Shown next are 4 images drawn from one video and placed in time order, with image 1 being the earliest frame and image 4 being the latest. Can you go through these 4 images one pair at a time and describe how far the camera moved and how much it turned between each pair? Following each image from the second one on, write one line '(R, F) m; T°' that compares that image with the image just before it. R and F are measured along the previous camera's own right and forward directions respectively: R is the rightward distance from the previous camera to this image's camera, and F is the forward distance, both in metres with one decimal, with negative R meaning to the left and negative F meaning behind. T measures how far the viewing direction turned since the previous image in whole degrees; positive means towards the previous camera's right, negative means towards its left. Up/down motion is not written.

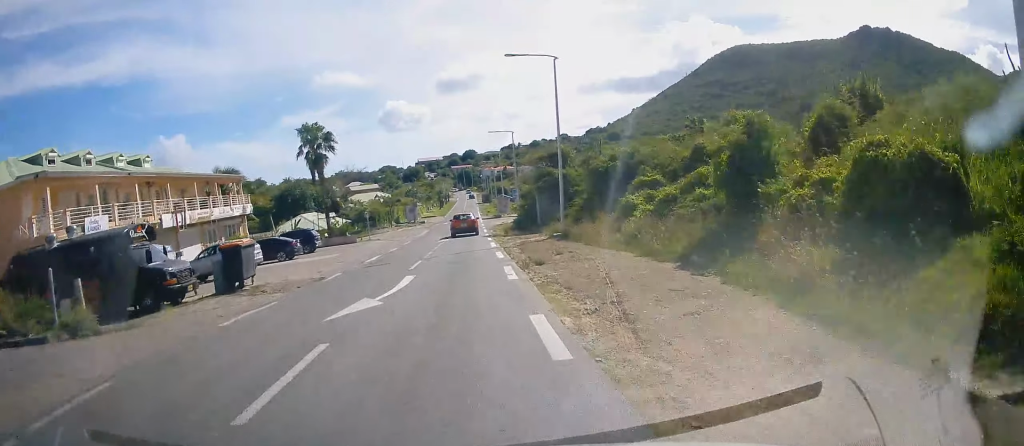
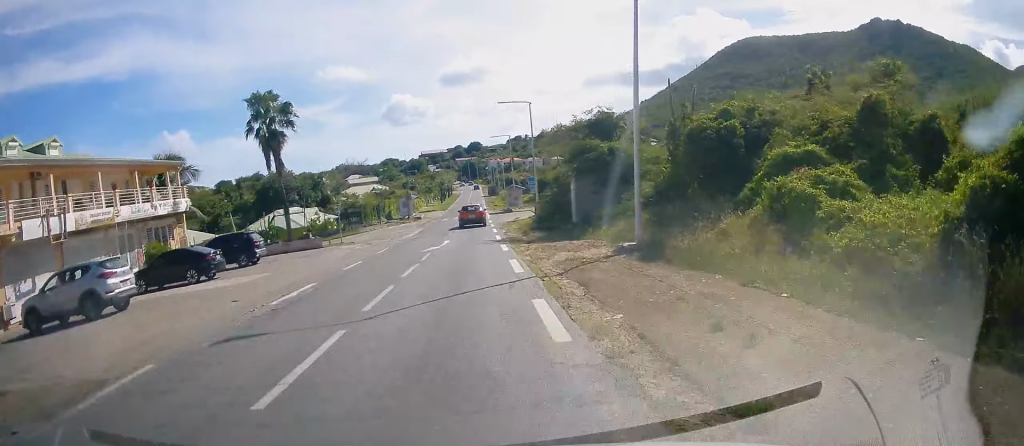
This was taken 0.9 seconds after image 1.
(+0.1, +11.8) m; +1°
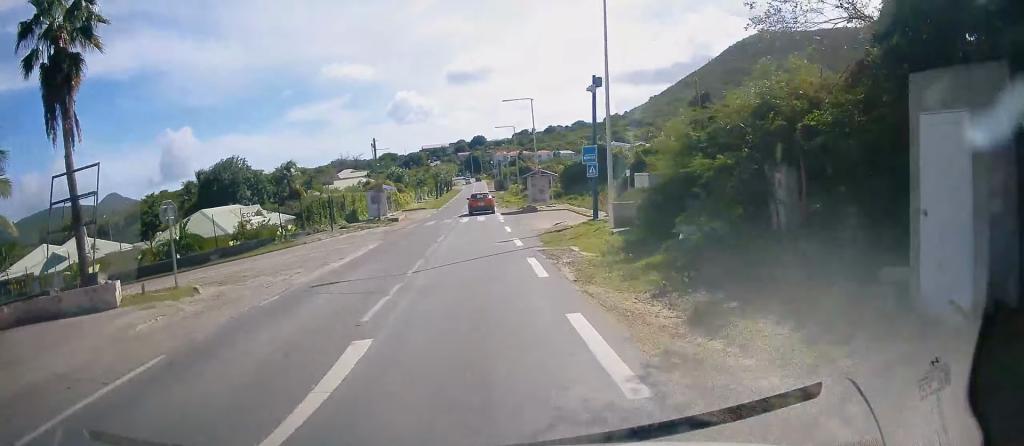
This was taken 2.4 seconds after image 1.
(+0.3, +21.4) m; -1°
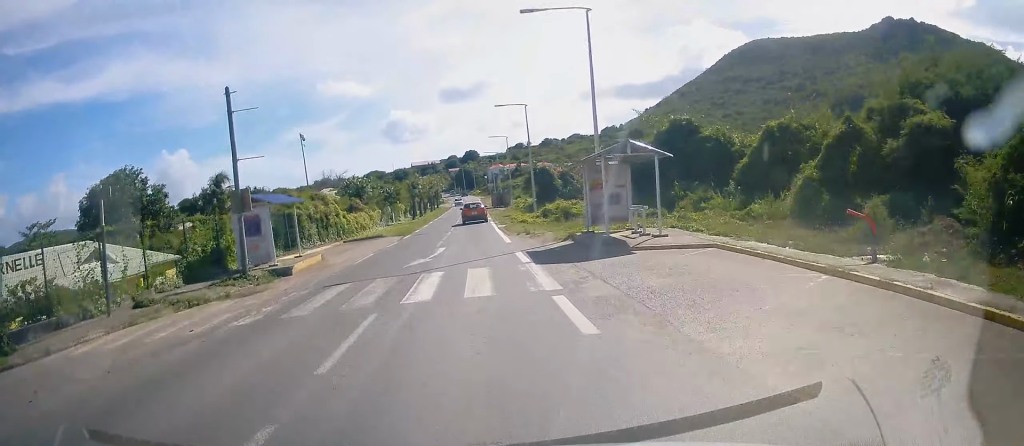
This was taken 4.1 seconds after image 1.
(-0.6, +24.1) m; 0°
